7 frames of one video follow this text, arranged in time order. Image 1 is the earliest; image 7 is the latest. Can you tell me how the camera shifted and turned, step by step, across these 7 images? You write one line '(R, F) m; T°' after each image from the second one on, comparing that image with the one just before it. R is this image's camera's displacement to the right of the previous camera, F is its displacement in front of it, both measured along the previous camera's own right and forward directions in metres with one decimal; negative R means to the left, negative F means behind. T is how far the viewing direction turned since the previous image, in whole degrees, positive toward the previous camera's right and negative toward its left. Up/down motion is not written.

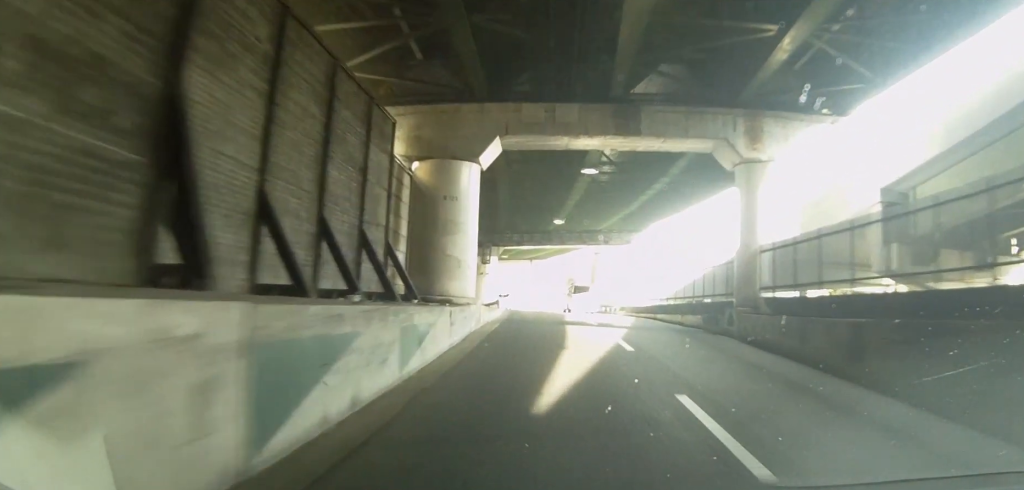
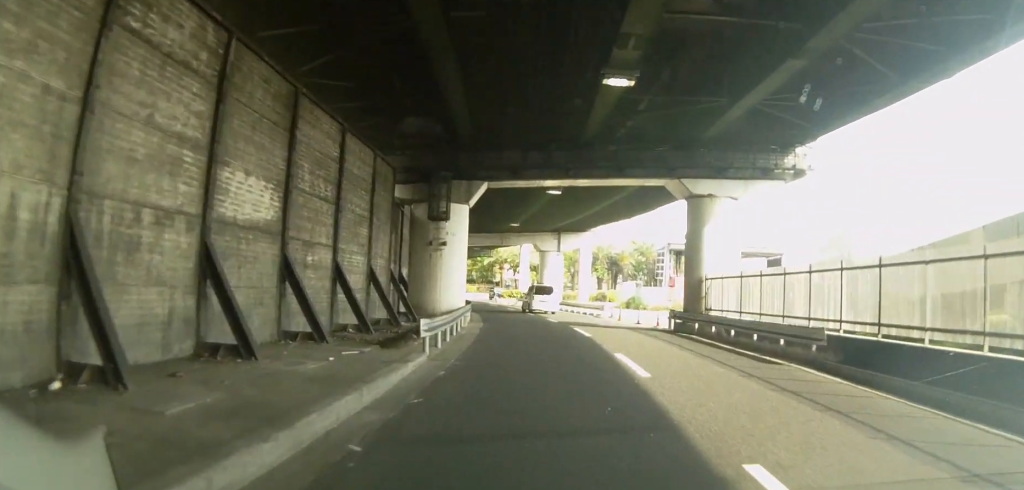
(-1.0, +7.6) m; -34°
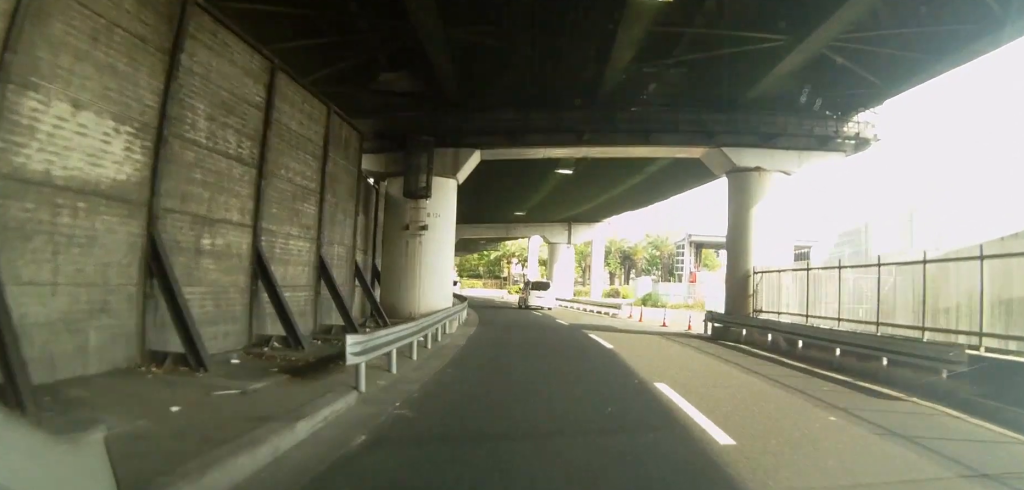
(+0.1, +2.1) m; -11°
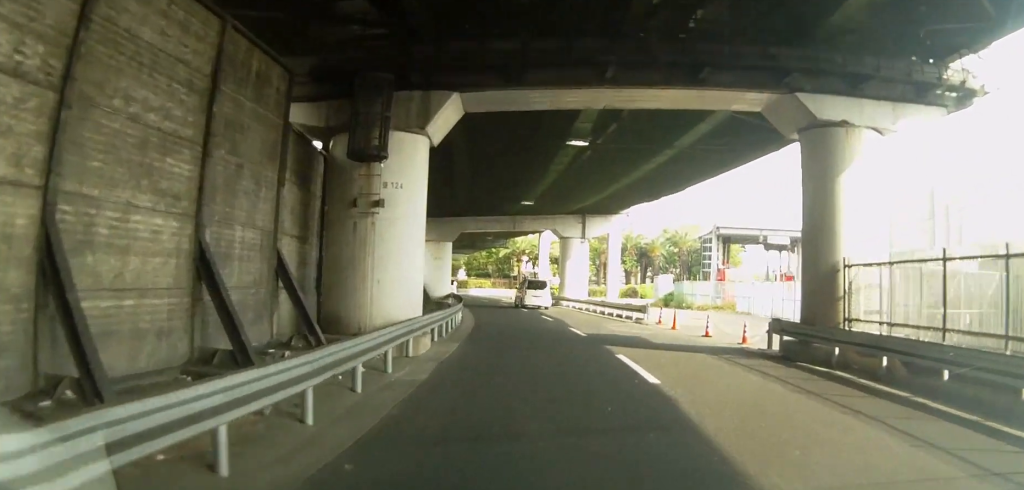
(-0.2, +2.7) m; -11°
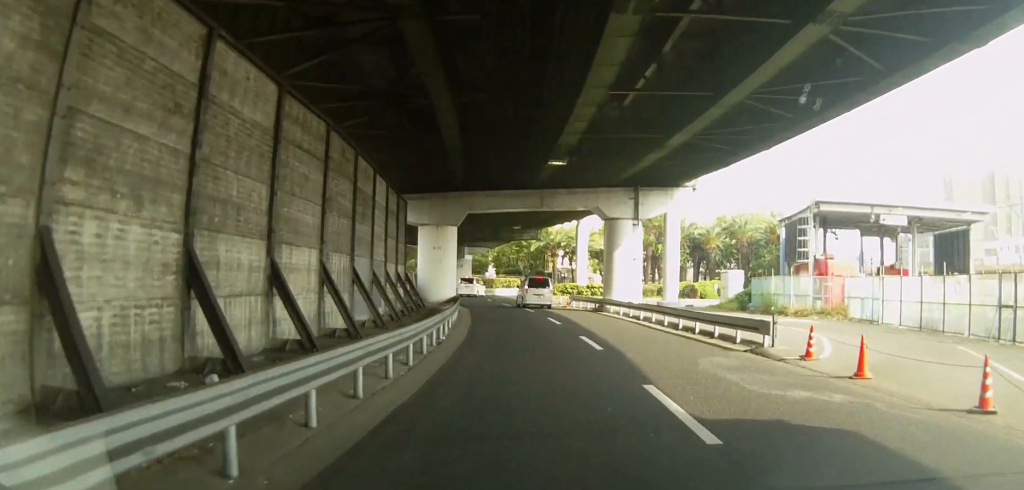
(-2.0, +8.9) m; -17°
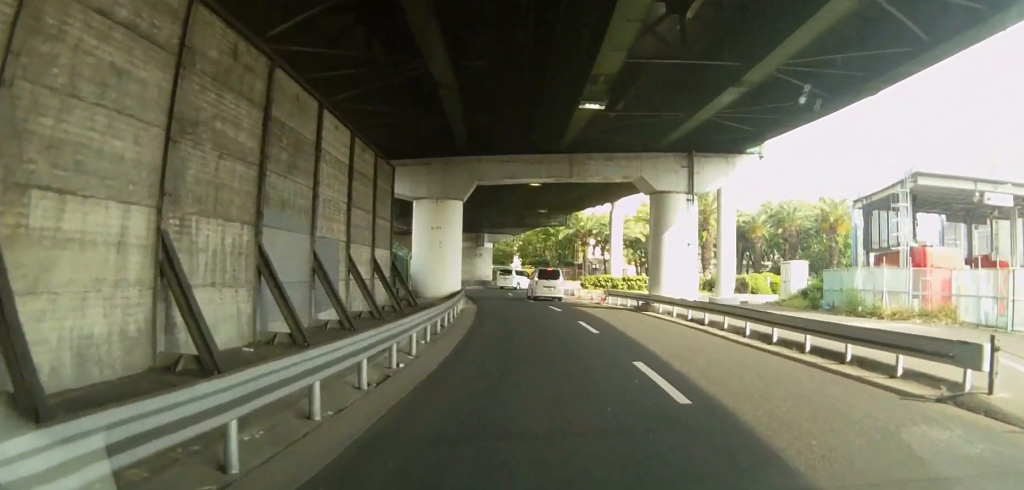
(0.0, +6.4) m; -7°
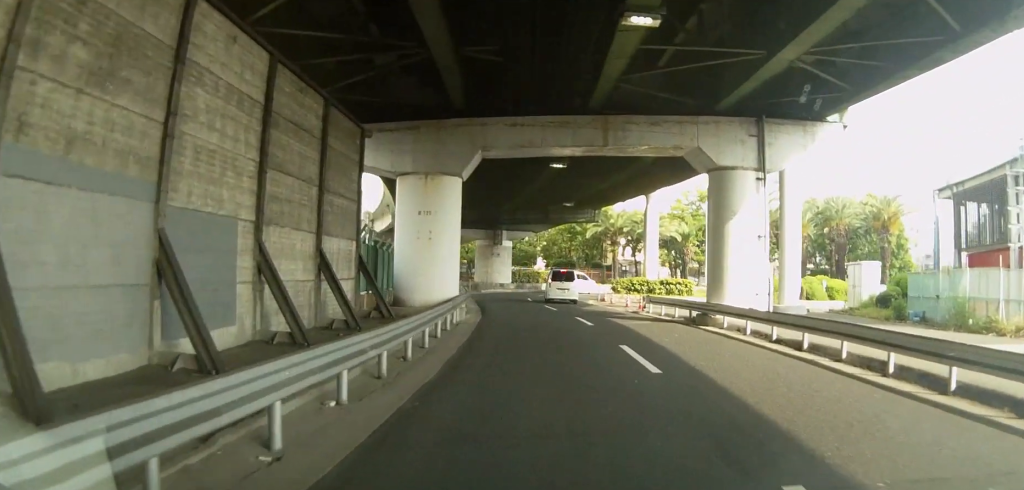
(-0.8, +6.4) m; -3°
